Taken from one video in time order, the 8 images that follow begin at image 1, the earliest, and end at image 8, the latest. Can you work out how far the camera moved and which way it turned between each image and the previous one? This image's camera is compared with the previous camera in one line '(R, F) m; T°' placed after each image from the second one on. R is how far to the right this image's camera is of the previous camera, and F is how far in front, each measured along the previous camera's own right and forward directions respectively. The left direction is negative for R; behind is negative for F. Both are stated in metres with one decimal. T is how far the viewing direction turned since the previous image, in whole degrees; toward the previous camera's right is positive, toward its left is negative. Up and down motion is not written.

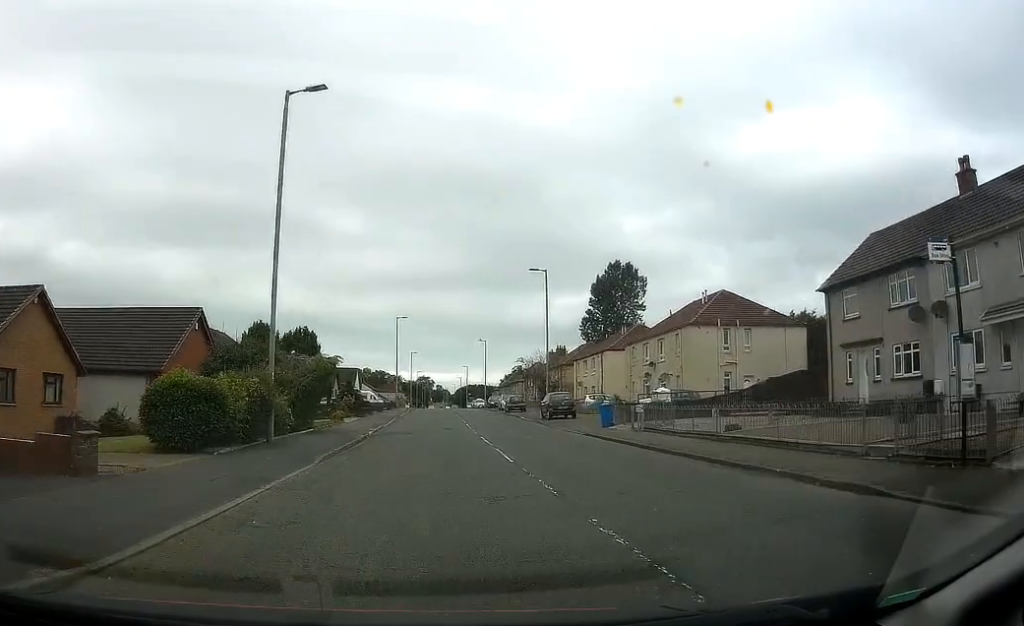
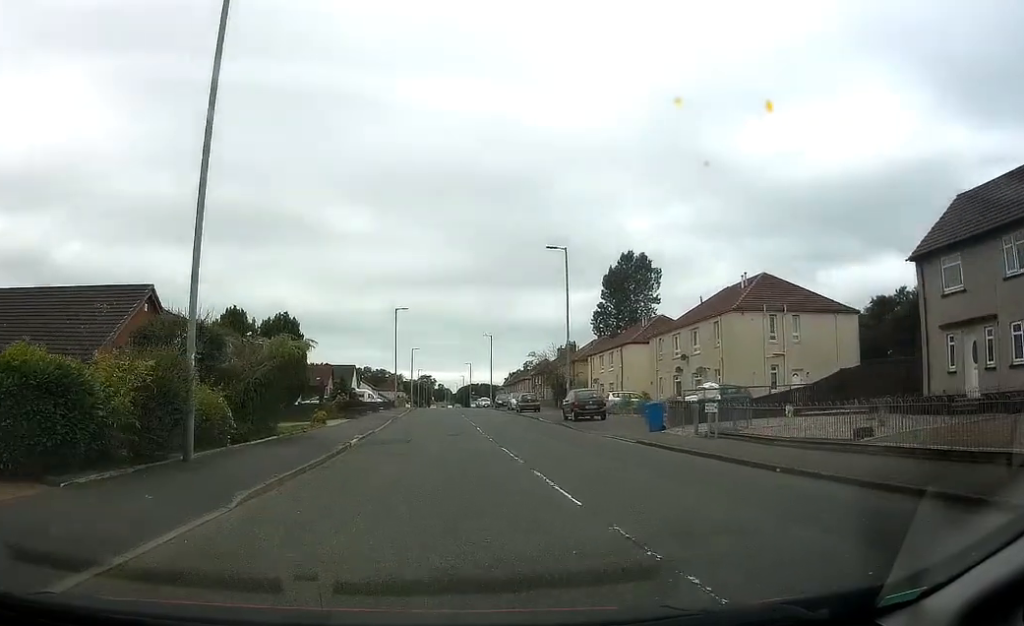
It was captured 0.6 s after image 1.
(-0.3, +6.8) m; 0°
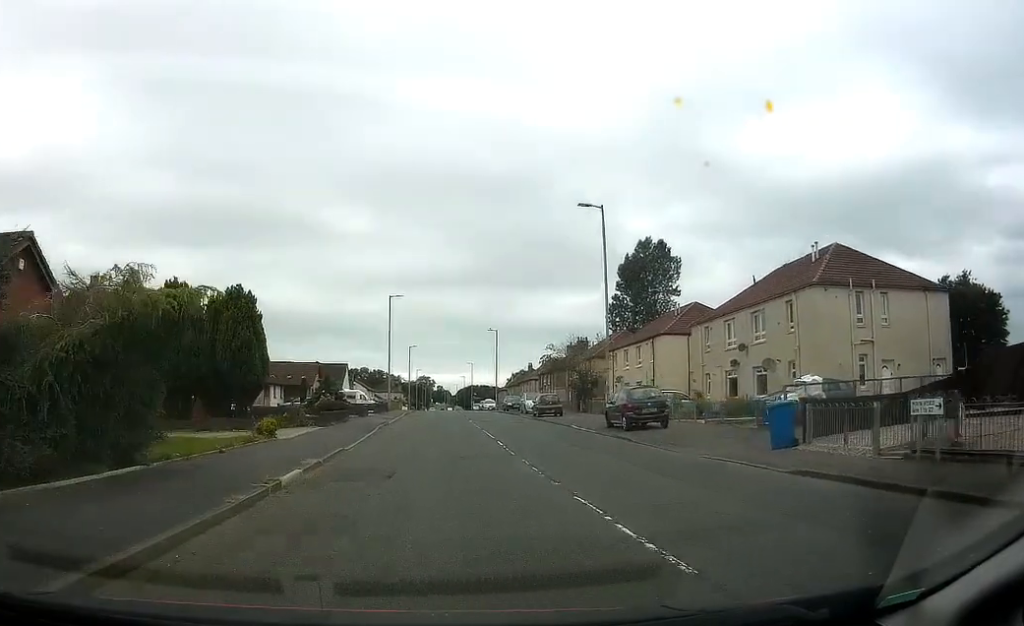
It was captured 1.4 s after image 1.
(+0.4, +9.6) m; 0°
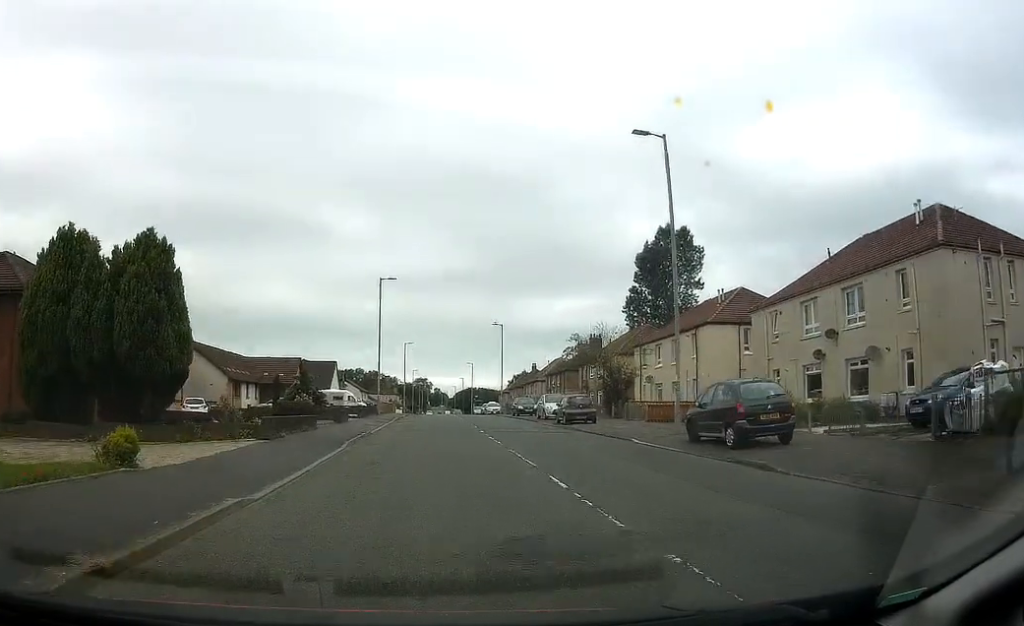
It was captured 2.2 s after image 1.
(-0.2, +9.4) m; 0°
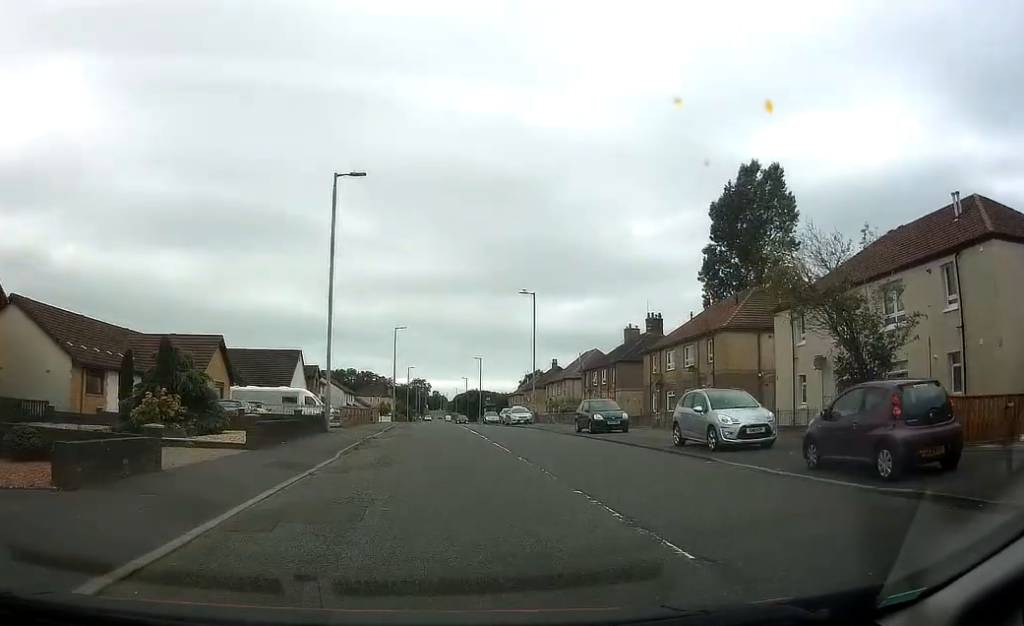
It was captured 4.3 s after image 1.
(+0.6, +26.1) m; +1°
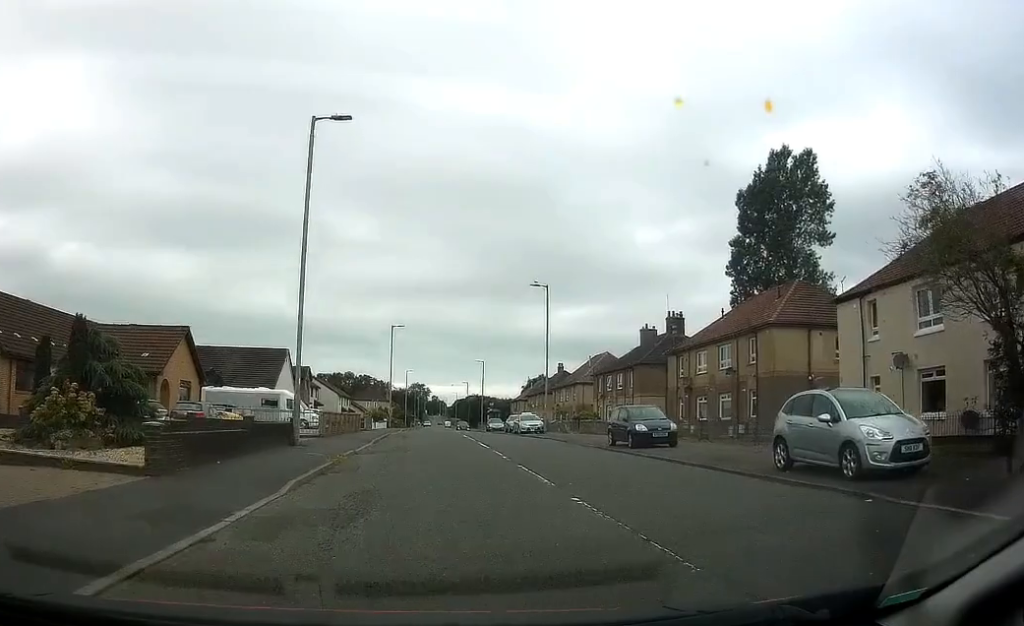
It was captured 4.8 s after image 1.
(0.0, +5.8) m; -1°
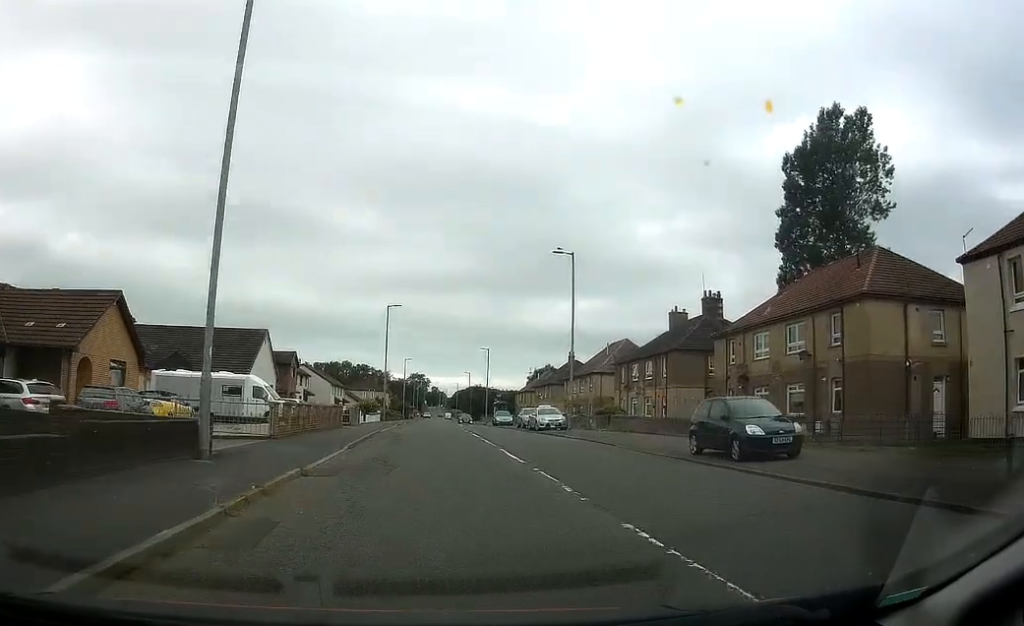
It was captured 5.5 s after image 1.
(-0.3, +8.7) m; 0°
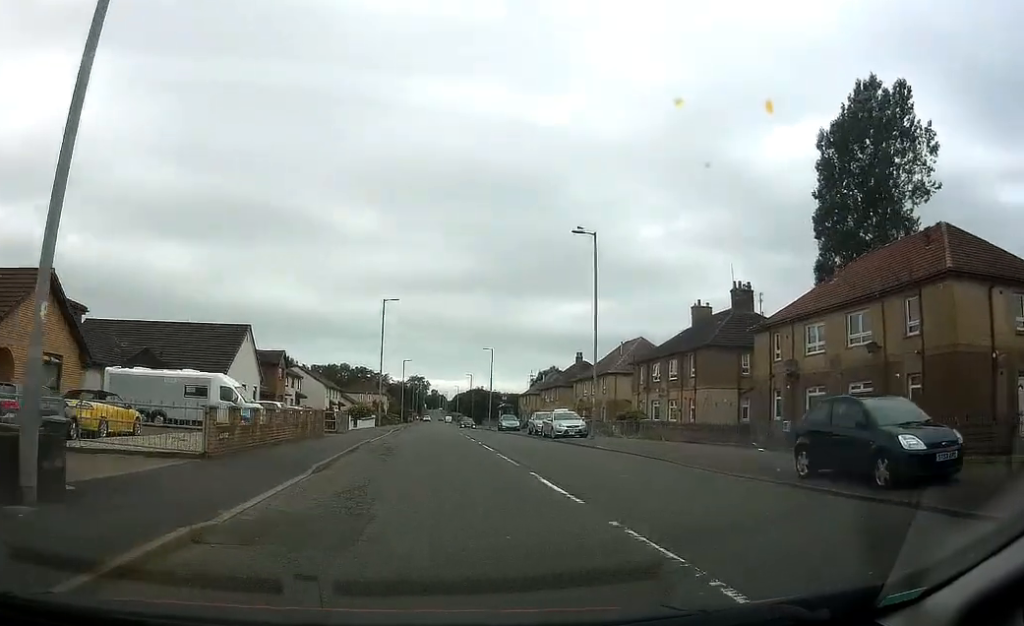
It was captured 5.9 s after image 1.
(+0.1, +5.7) m; +1°
